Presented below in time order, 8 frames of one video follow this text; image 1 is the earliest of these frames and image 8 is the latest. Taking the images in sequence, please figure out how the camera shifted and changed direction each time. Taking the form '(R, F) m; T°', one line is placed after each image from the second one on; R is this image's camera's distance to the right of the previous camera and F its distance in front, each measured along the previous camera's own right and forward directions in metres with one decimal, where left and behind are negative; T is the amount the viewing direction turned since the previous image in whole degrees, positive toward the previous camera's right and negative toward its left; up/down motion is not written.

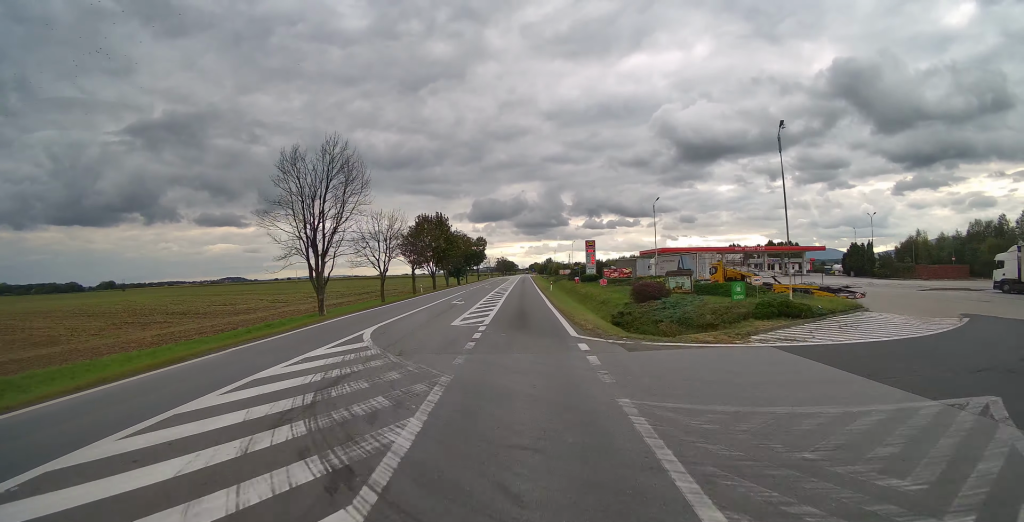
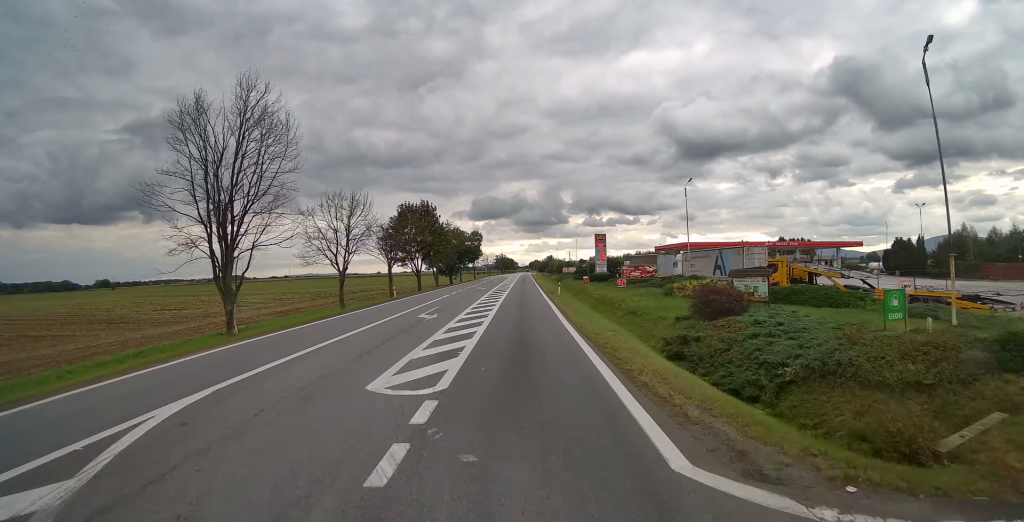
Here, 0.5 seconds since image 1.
(0.0, +10.6) m; 0°
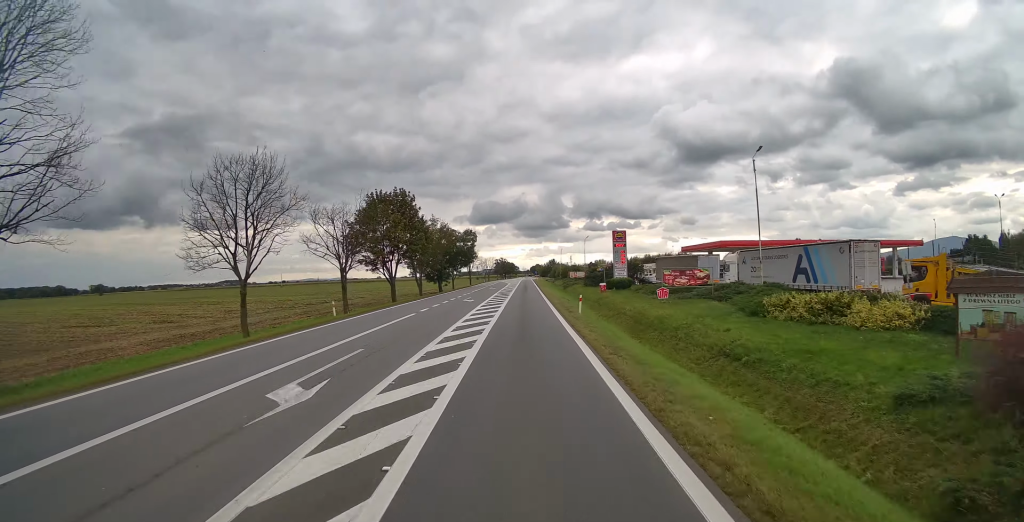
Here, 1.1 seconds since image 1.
(0.0, +13.6) m; 0°
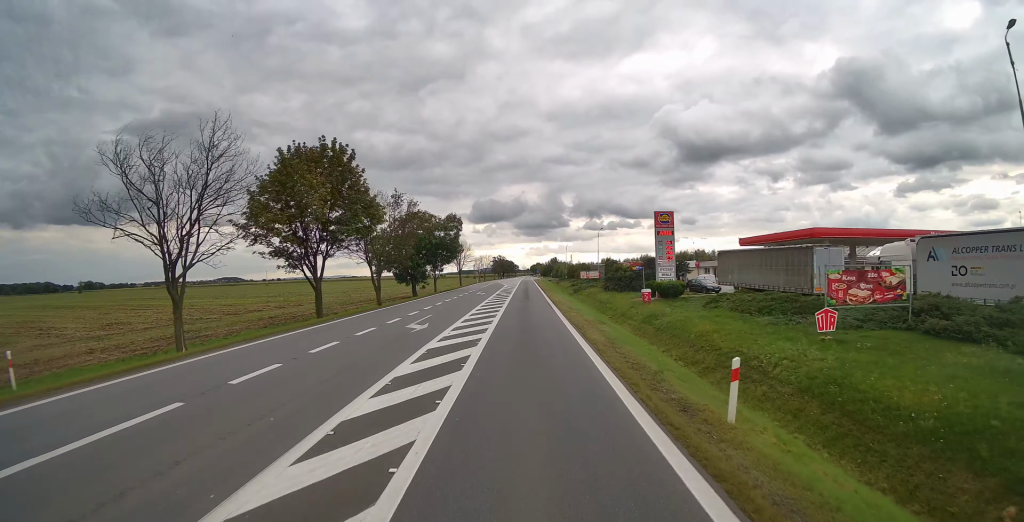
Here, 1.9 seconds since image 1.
(0.0, +19.7) m; 0°
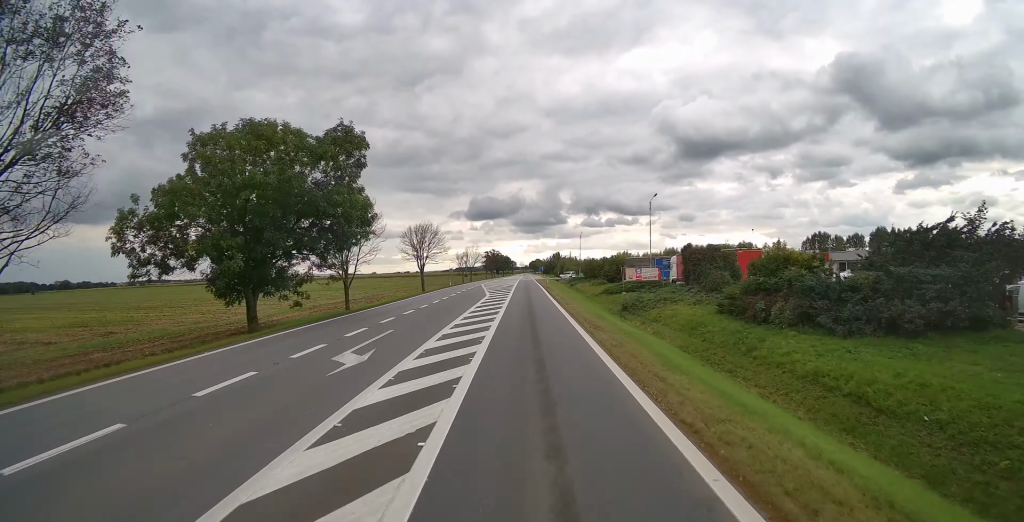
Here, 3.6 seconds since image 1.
(0.0, +37.4) m; 0°
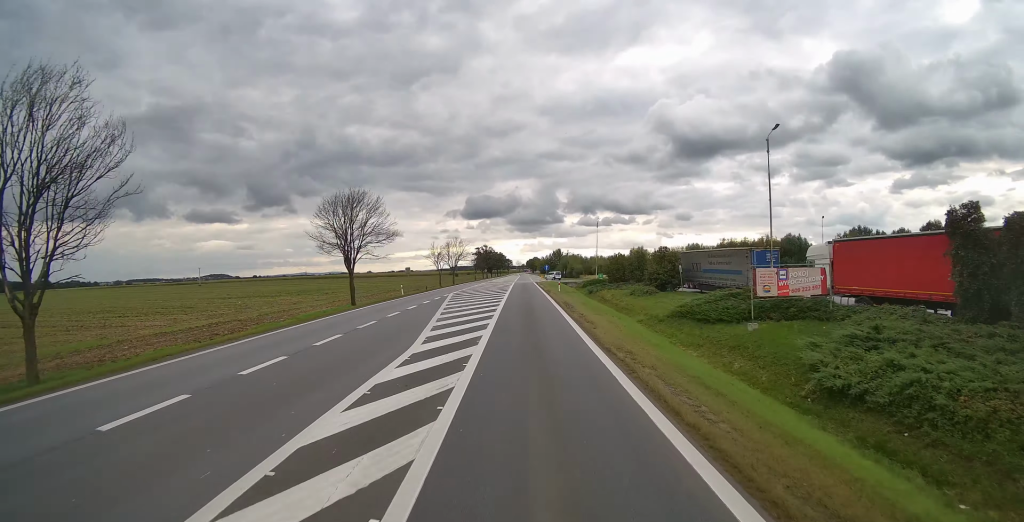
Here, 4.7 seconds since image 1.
(0.0, +26.6) m; 0°
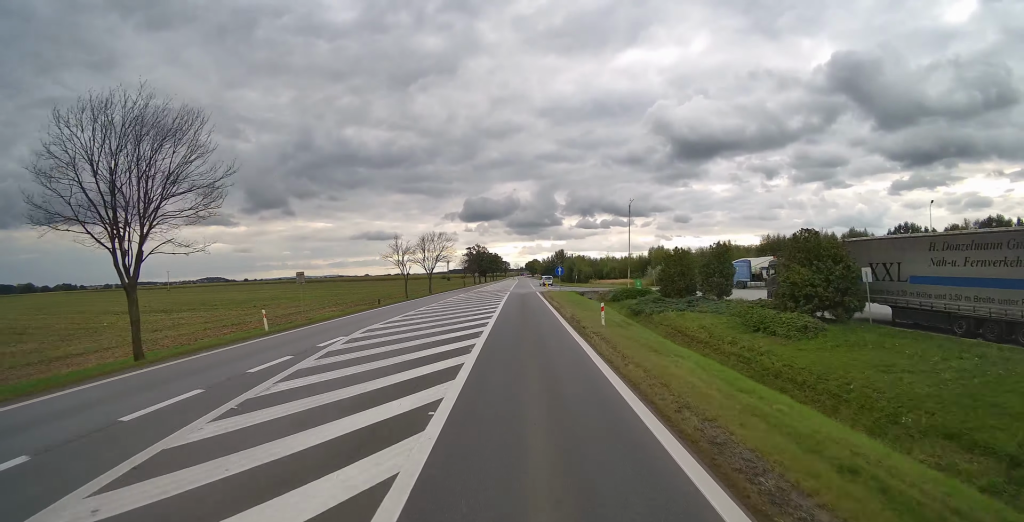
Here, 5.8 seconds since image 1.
(+0.1, +23.4) m; 0°
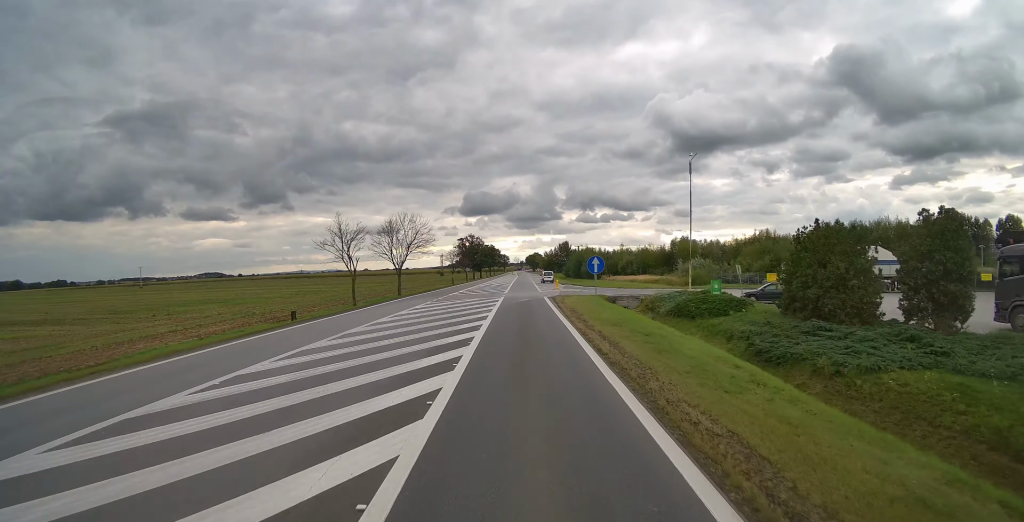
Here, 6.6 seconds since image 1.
(0.0, +18.8) m; 0°
